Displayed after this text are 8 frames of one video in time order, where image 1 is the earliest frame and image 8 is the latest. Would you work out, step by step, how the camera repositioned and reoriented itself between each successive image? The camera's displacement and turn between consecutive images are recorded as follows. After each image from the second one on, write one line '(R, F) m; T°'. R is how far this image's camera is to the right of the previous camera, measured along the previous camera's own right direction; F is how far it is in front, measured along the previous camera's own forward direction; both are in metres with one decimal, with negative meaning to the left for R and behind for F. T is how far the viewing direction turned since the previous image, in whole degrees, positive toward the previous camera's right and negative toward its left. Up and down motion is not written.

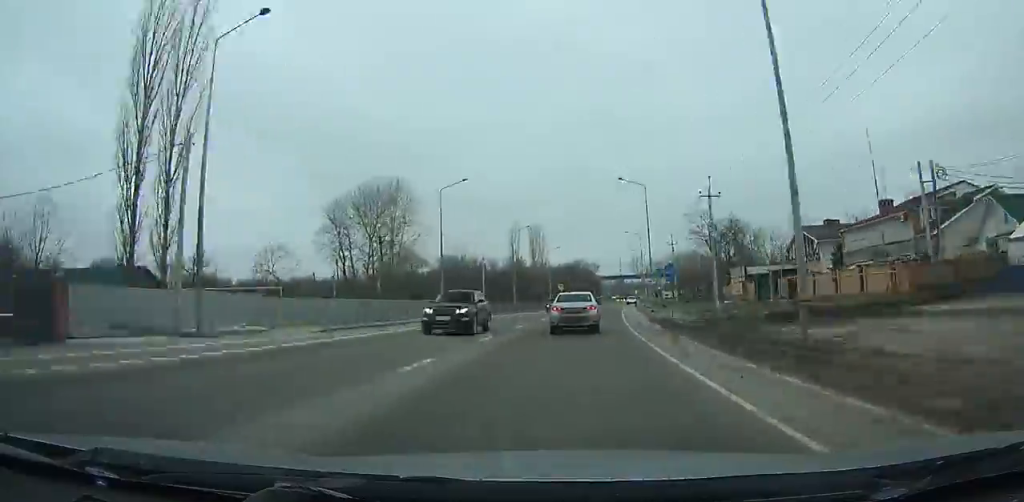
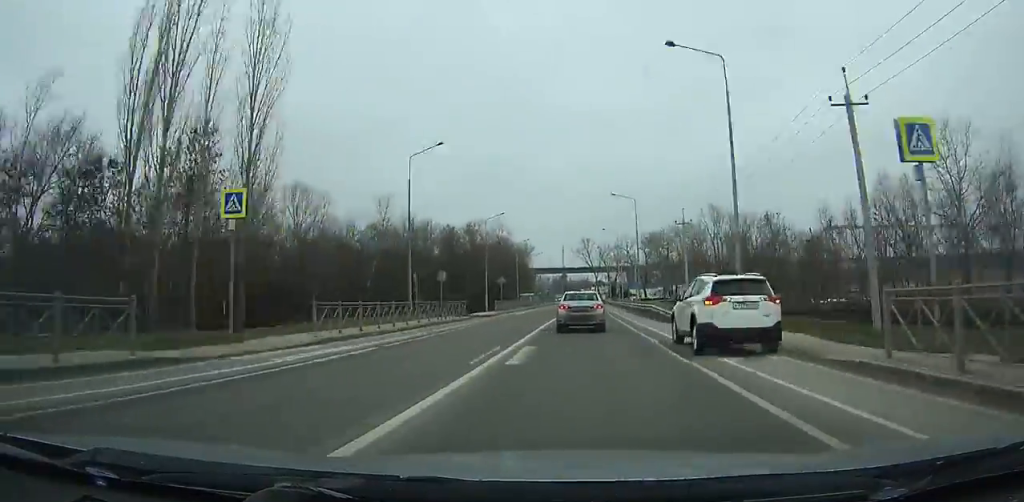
(+6.3, +97.5) m; +5°
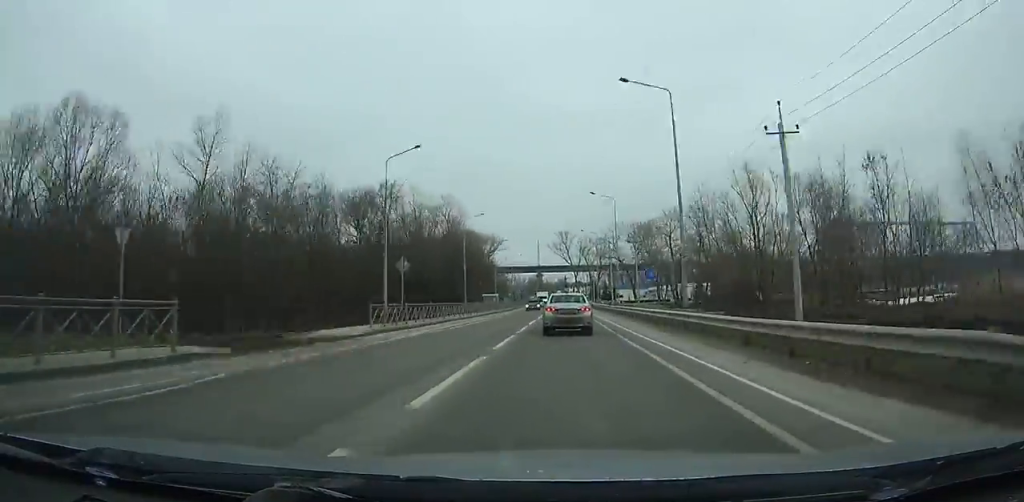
(+0.1, +29.7) m; 0°
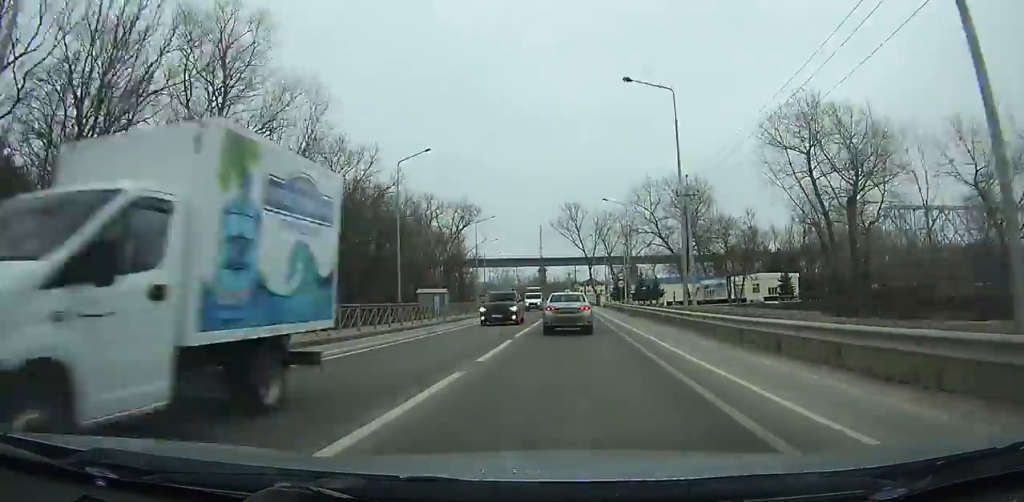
(+0.3, +57.0) m; +1°
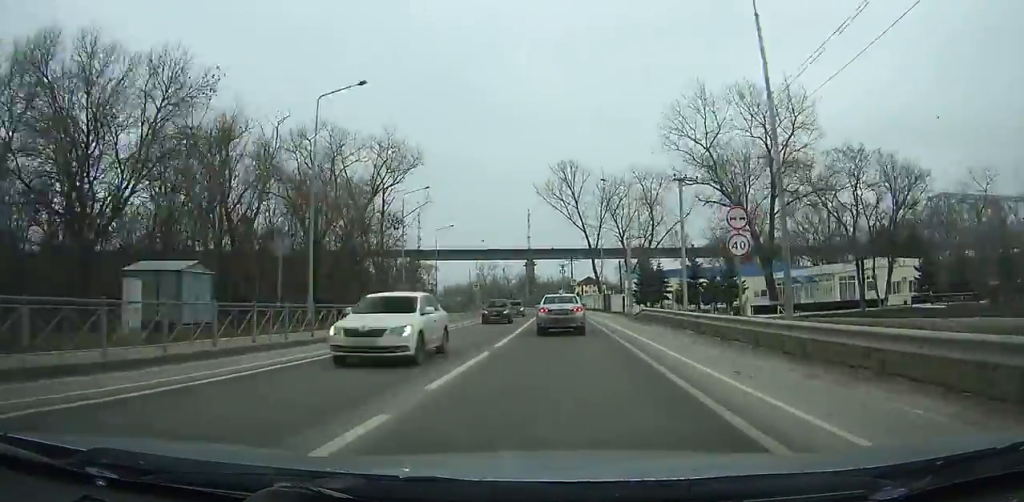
(+0.5, +42.6) m; -1°
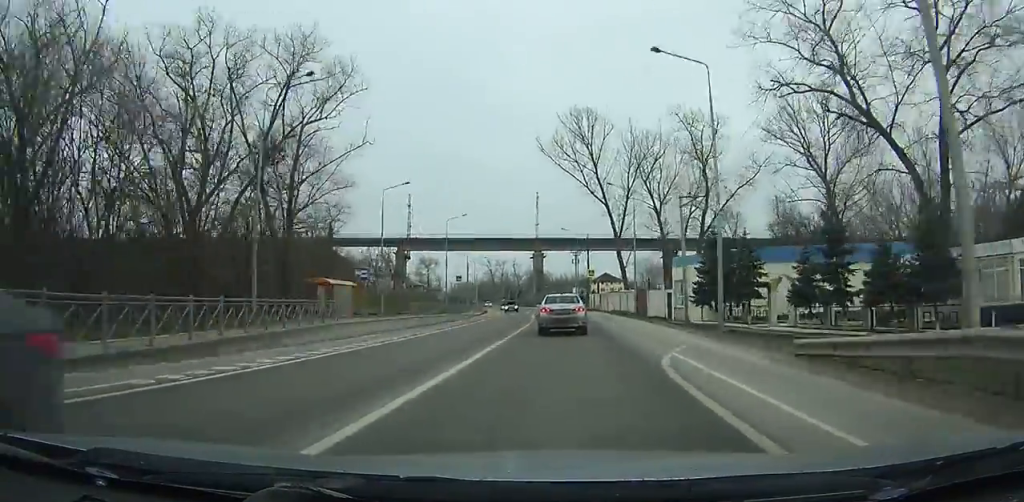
(-0.6, +25.1) m; -2°
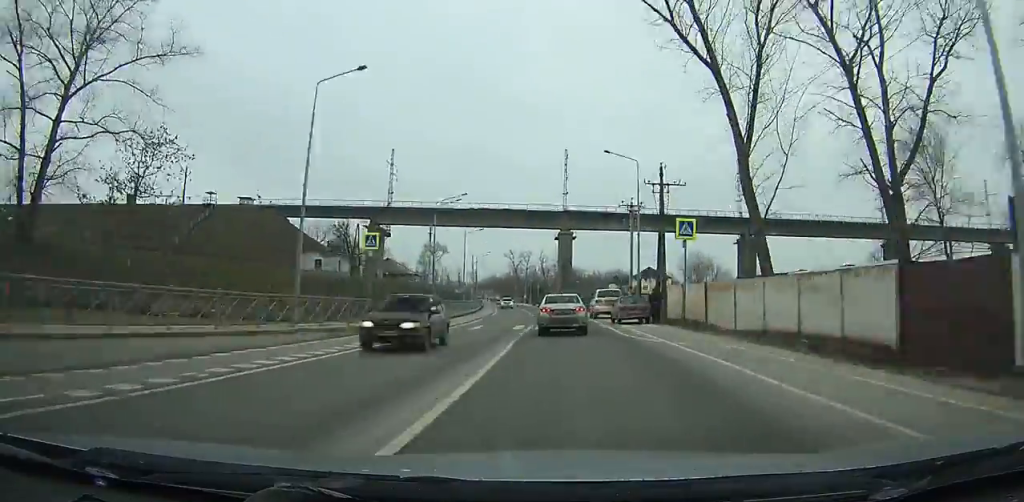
(-0.9, +41.4) m; -3°
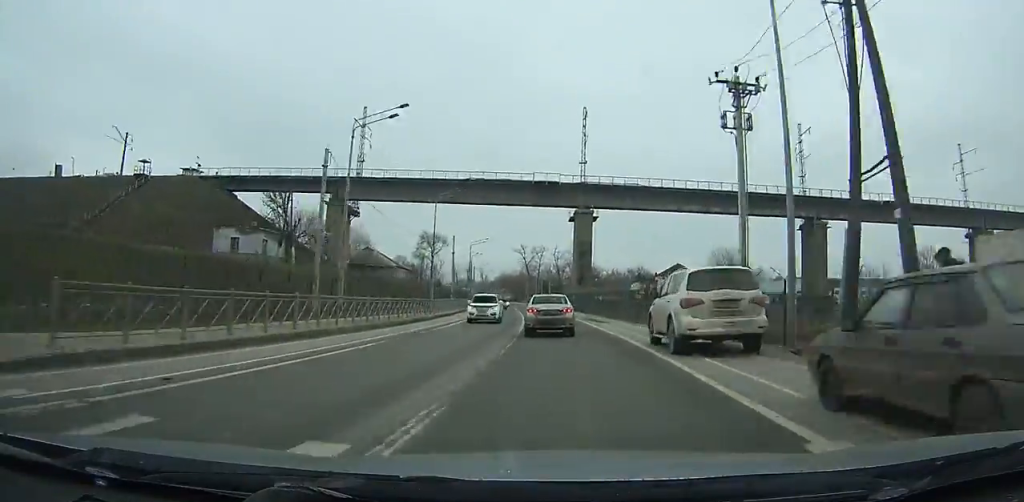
(-0.2, +24.5) m; -2°
